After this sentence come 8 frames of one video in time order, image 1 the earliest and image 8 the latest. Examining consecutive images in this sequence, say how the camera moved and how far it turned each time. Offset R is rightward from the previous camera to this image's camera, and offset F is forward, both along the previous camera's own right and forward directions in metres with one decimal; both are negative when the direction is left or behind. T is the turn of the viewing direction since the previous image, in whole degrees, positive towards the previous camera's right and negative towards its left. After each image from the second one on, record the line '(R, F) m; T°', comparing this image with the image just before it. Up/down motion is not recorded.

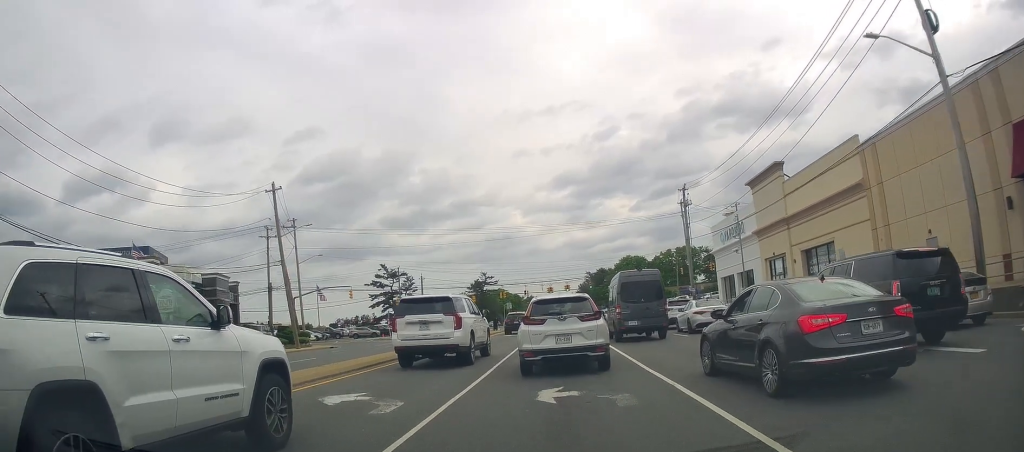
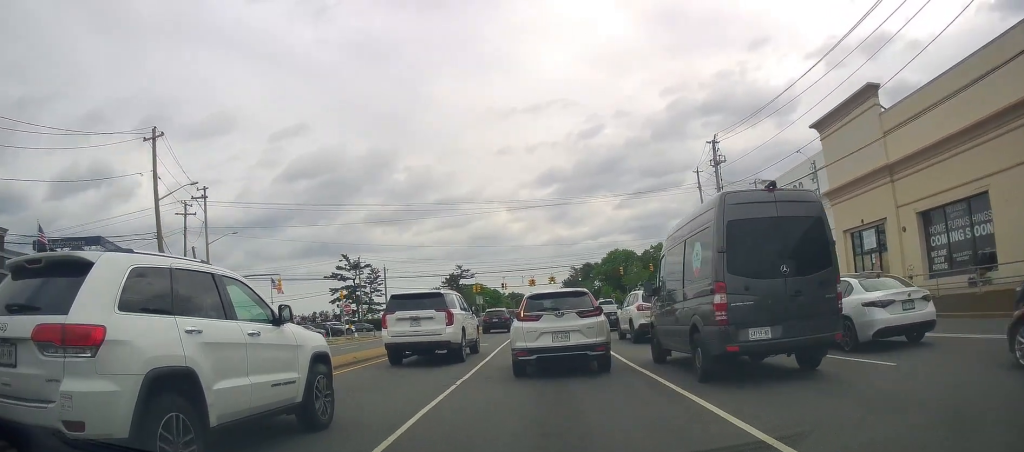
(0.0, +14.6) m; +1°
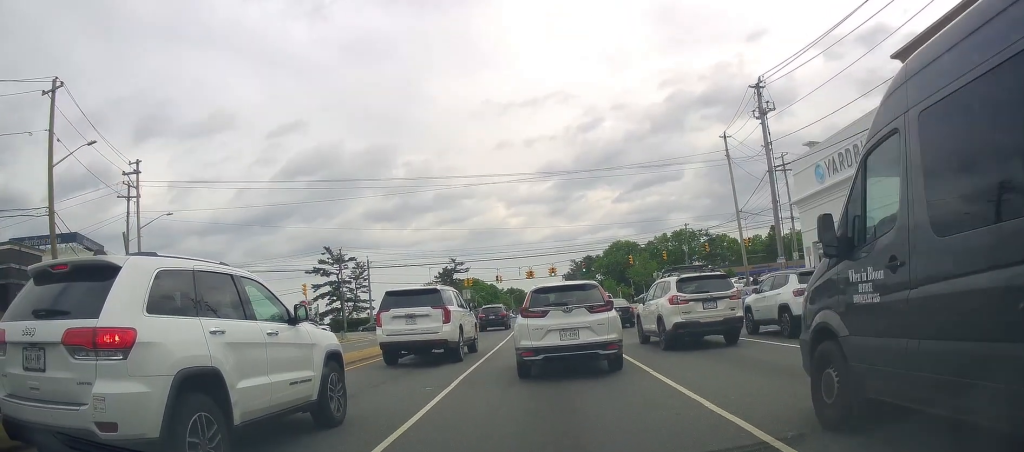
(+0.2, +9.7) m; +2°
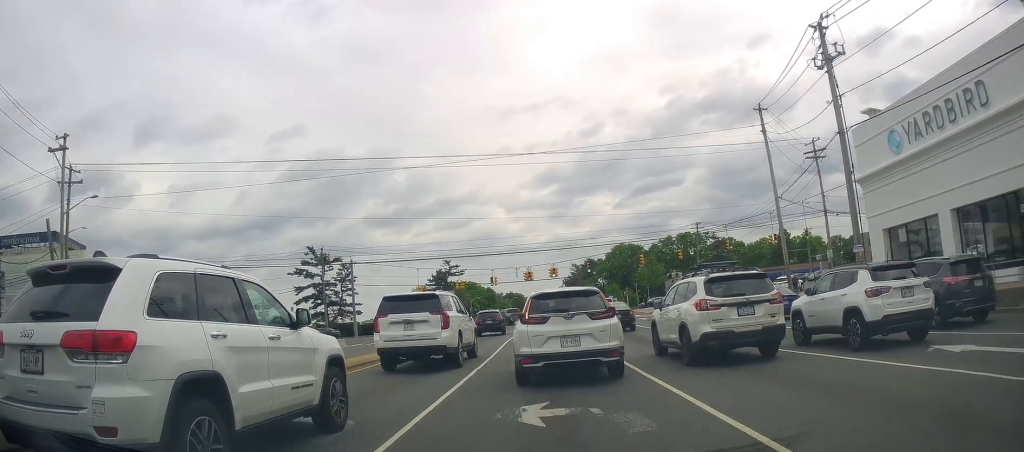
(0.0, +8.4) m; -1°
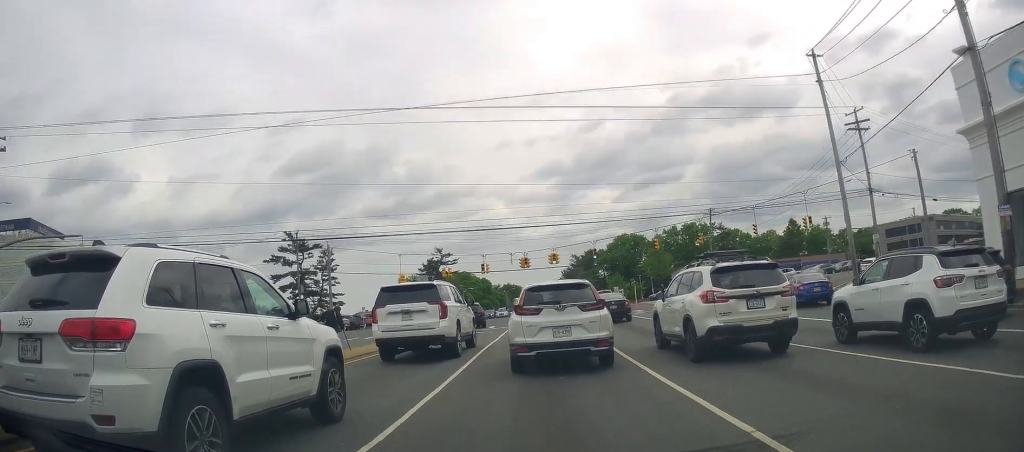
(-0.2, +9.6) m; +1°
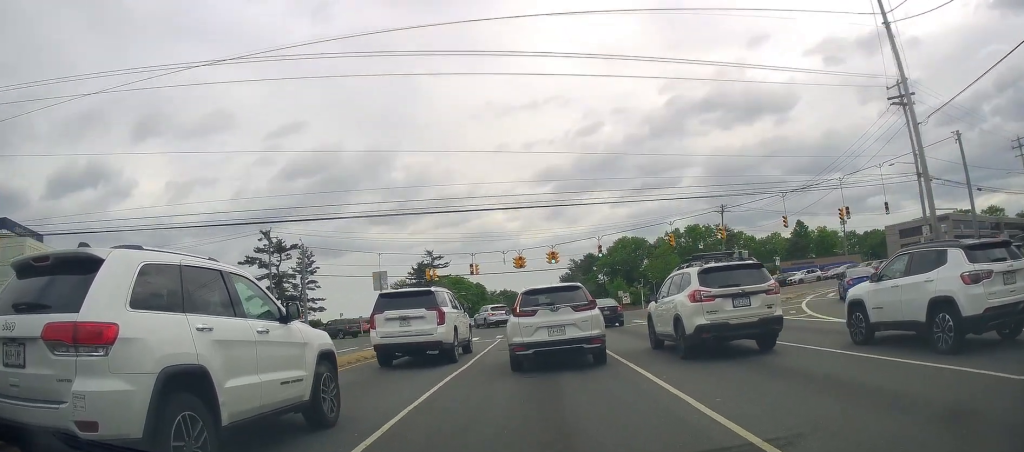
(+0.3, +8.6) m; +1°
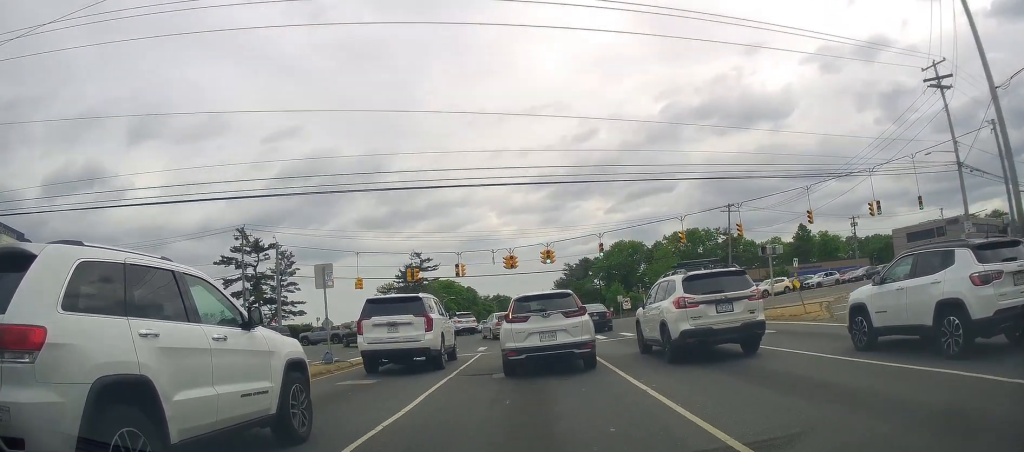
(-0.1, +5.6) m; -1°
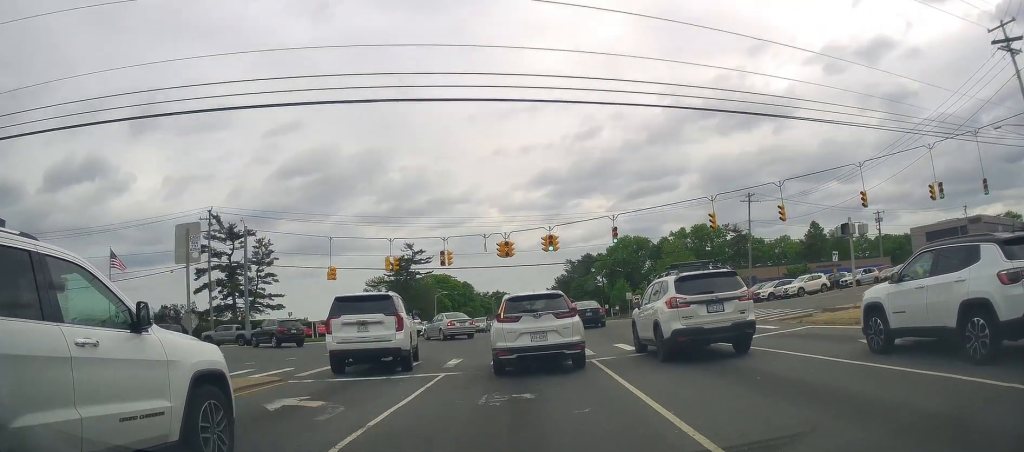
(-0.2, +7.8) m; 0°
